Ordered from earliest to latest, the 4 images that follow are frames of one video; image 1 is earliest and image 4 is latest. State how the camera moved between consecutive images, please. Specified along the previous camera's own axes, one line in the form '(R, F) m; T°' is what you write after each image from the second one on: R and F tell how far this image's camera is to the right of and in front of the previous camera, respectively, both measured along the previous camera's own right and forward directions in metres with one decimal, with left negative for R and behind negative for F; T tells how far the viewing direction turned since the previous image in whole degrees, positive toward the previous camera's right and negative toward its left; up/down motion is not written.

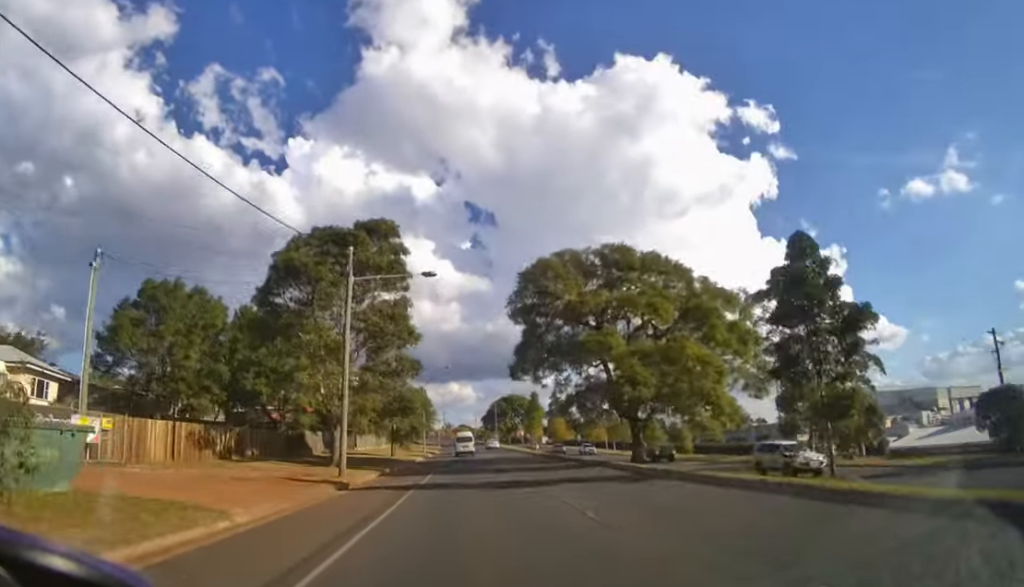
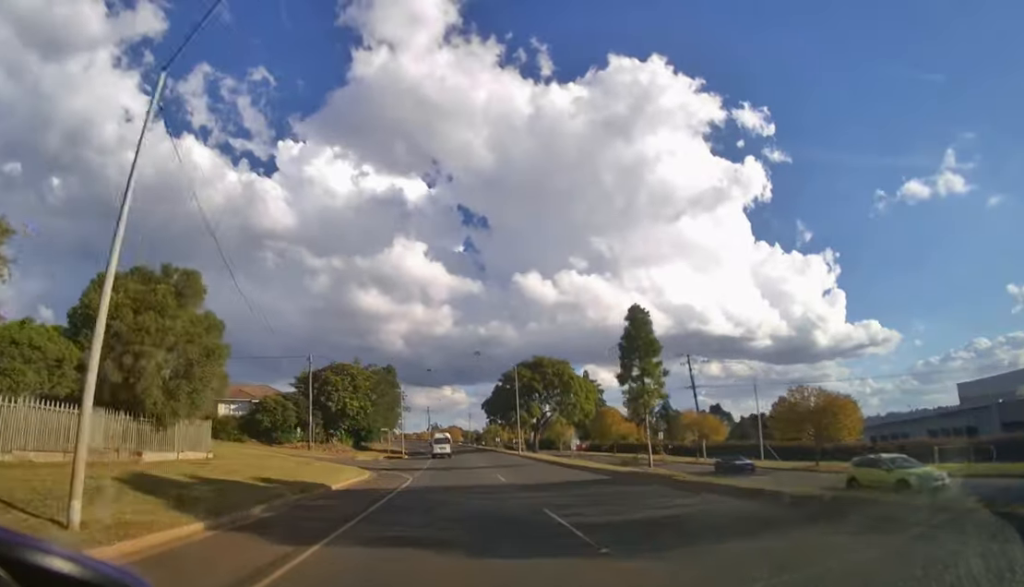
(+0.1, +56.2) m; 0°
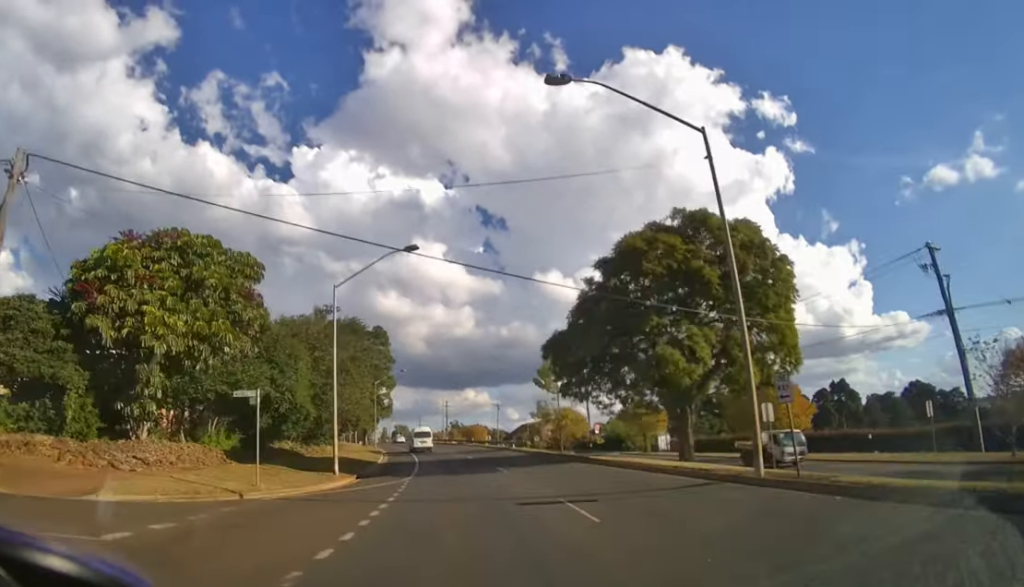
(-0.4, +30.8) m; -2°
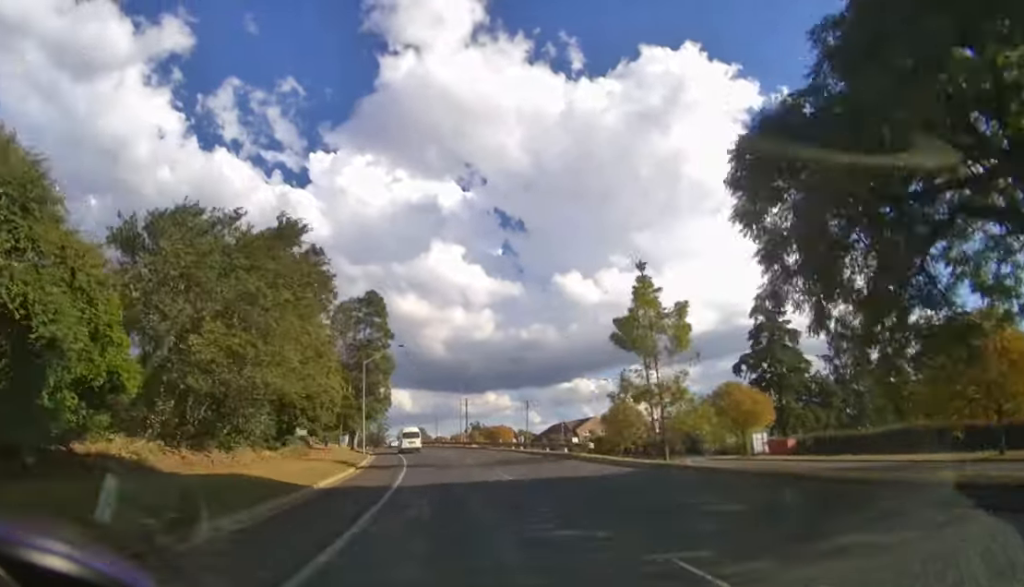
(-0.2, +16.0) m; -2°
